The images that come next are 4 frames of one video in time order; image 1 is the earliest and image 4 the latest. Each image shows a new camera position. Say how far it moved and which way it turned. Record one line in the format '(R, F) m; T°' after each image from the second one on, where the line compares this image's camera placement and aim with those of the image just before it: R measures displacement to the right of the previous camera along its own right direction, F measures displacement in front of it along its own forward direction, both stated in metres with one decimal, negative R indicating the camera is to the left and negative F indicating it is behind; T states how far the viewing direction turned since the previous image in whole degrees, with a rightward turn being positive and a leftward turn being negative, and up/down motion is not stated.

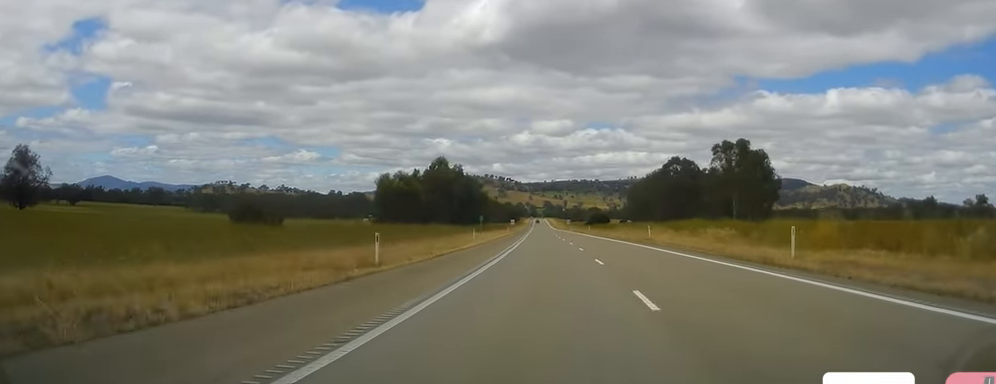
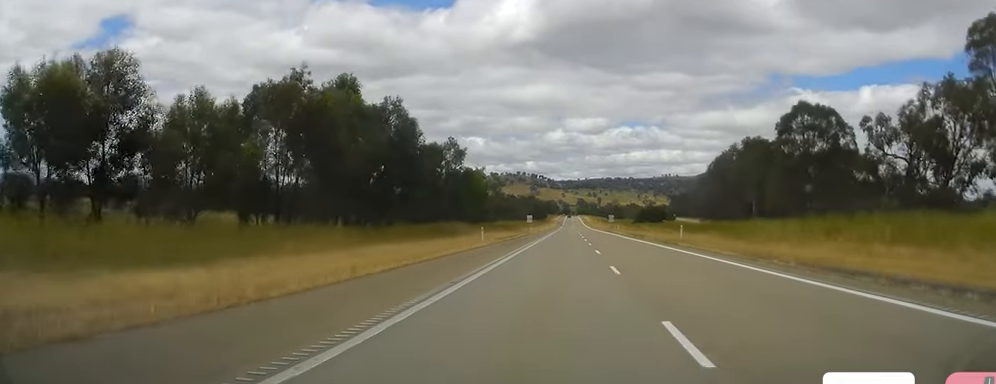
(-1.8, +65.7) m; -2°
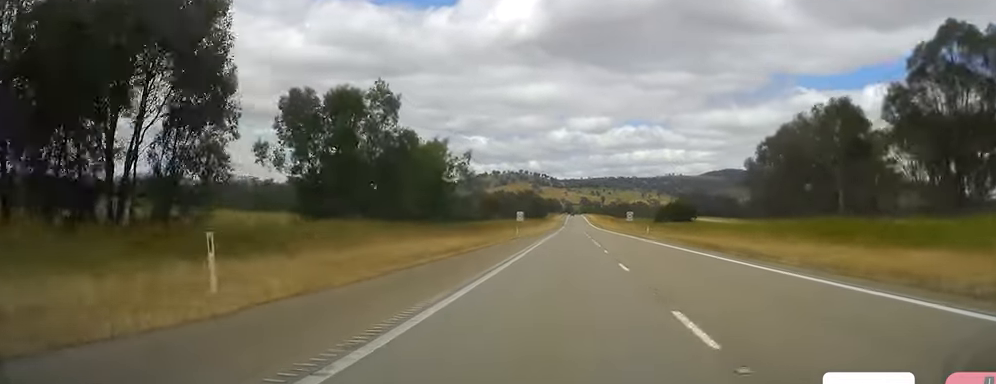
(+0.1, +35.5) m; -1°
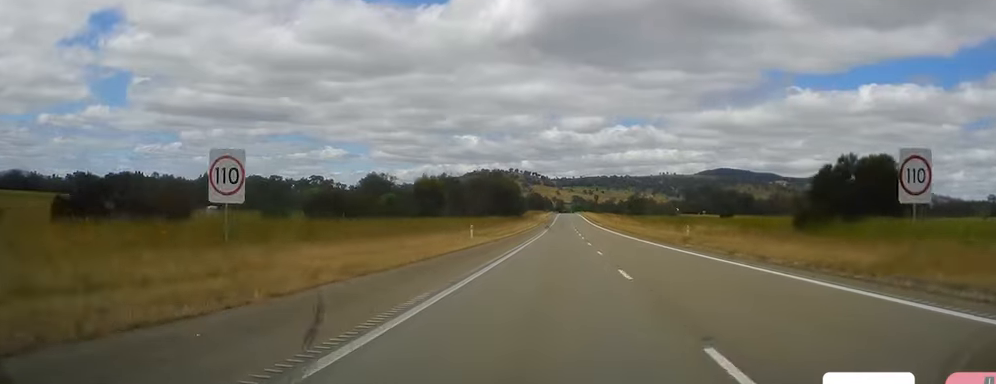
(-0.3, +88.2) m; 0°
